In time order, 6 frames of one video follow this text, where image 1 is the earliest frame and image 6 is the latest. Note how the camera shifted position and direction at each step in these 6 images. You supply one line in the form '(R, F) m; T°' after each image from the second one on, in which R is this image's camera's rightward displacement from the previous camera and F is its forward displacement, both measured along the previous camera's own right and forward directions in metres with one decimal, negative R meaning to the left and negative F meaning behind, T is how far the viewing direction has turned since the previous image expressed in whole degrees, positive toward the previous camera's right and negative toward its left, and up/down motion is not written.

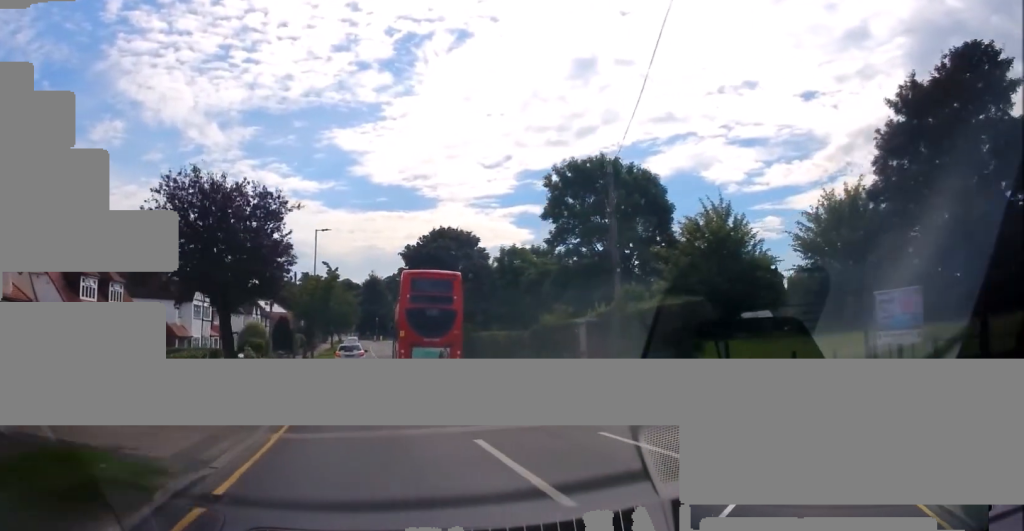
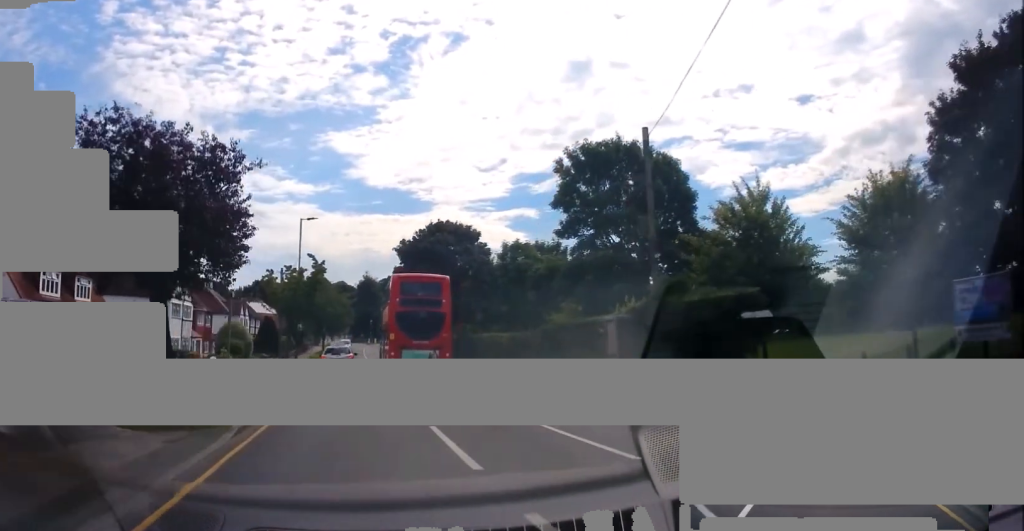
(+0.3, +4.0) m; +2°
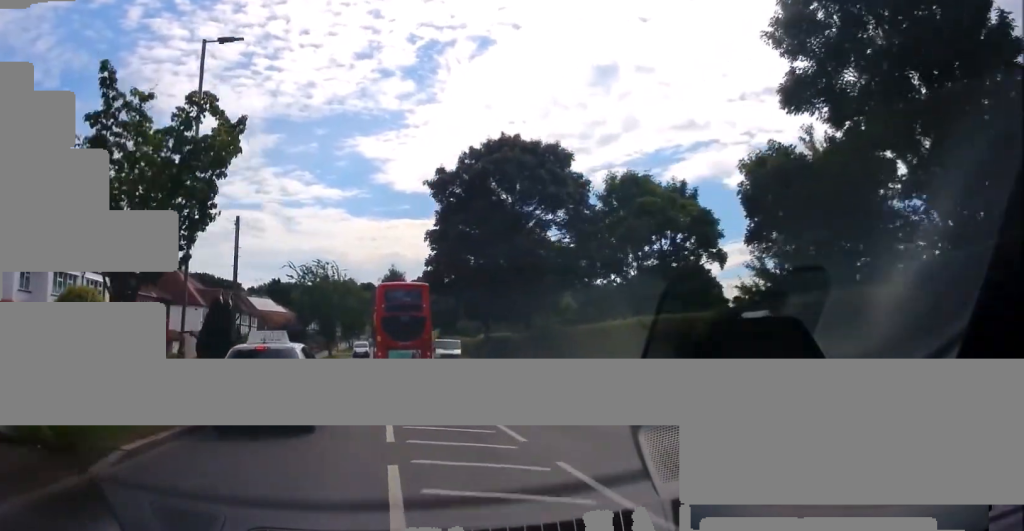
(+0.2, +21.7) m; 0°
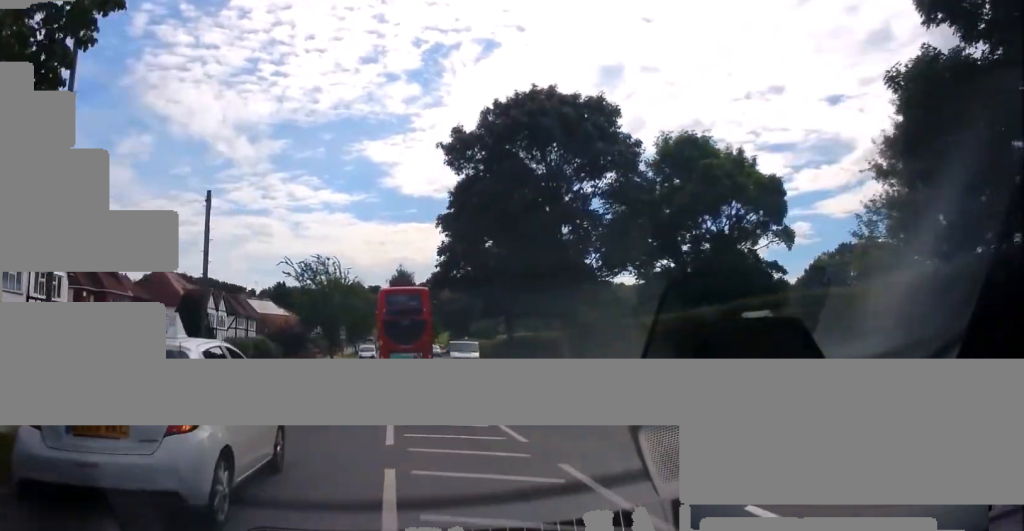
(+0.1, +6.2) m; 0°
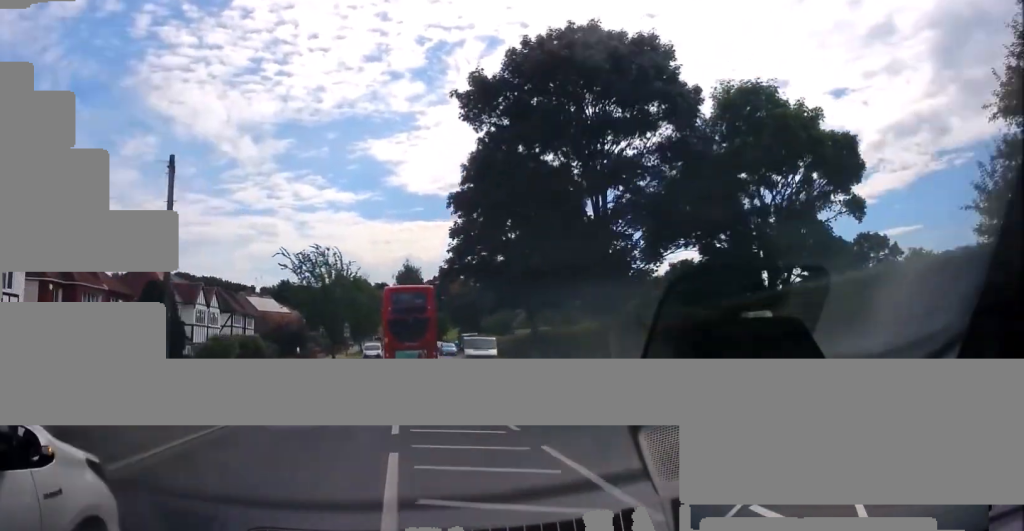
(0.0, +5.1) m; -1°
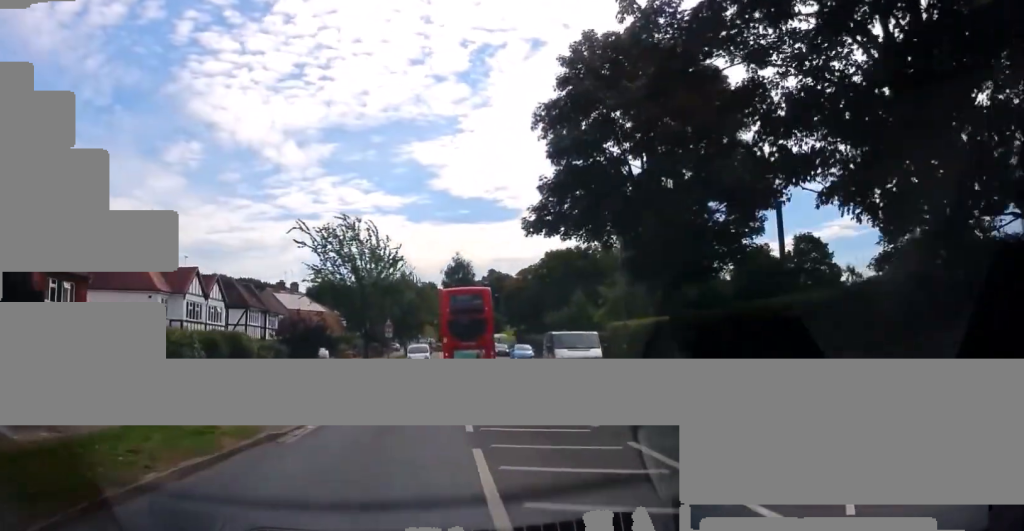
(-0.6, +13.4) m; -4°
